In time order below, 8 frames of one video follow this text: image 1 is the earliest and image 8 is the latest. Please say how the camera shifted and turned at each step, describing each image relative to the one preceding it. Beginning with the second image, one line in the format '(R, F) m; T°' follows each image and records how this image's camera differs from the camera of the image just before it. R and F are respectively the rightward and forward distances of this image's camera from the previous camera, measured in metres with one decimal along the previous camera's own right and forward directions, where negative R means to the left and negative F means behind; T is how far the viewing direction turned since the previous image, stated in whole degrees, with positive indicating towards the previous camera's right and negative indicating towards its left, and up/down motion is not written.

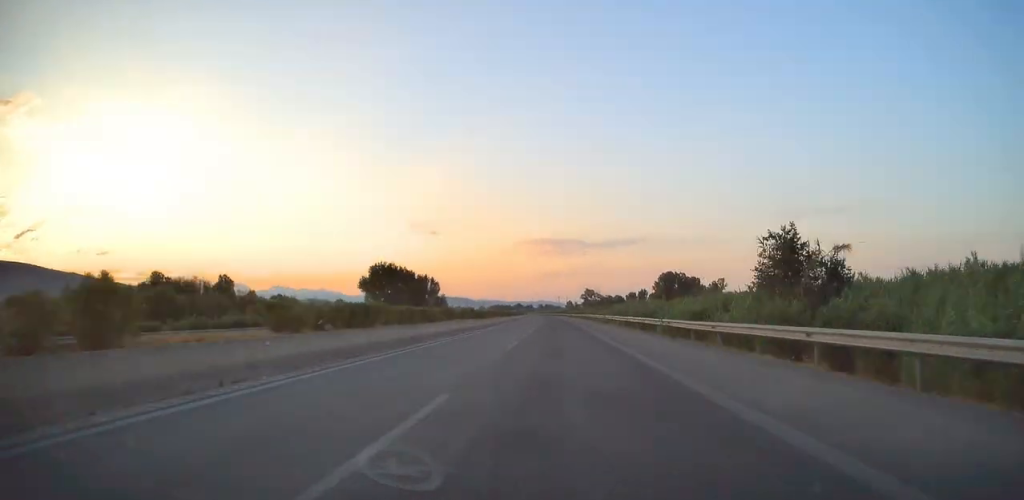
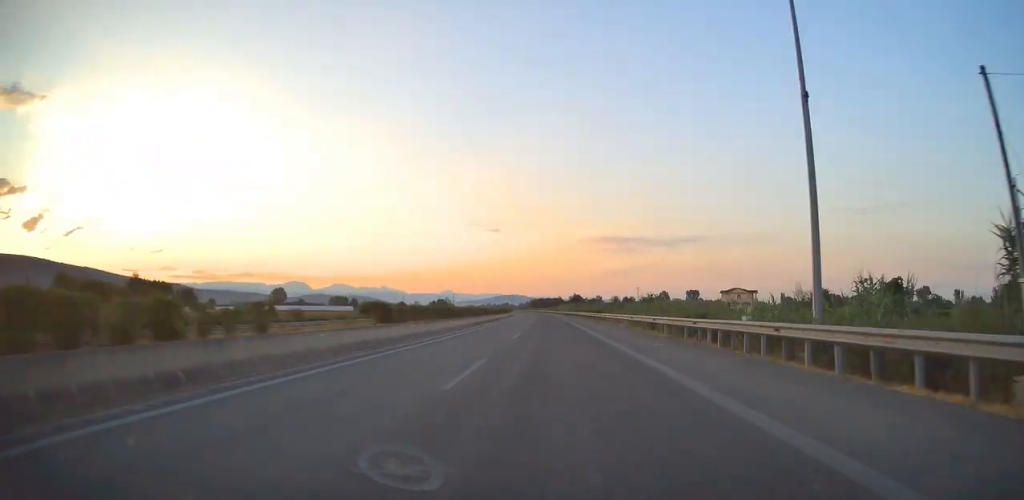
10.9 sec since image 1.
(-14.4, +386.7) m; -6°
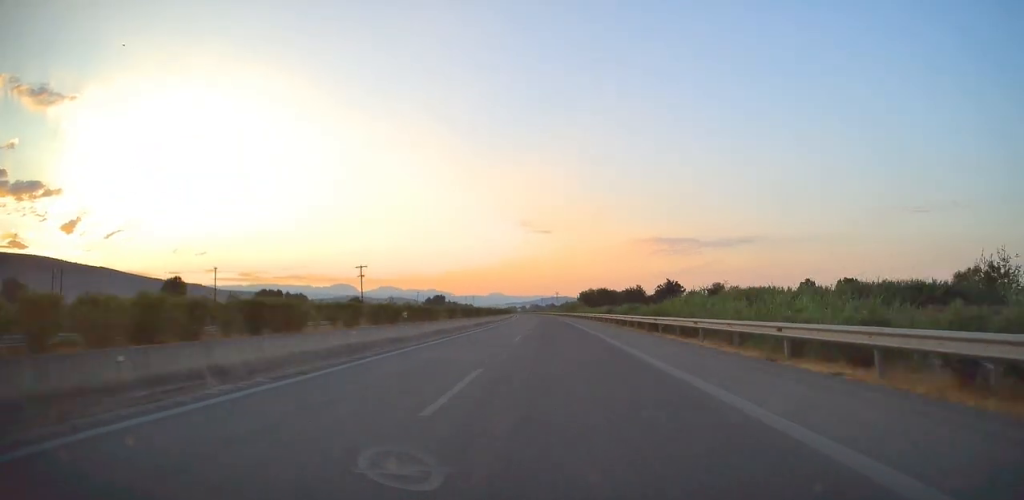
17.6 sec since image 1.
(-10.0, +234.4) m; -4°
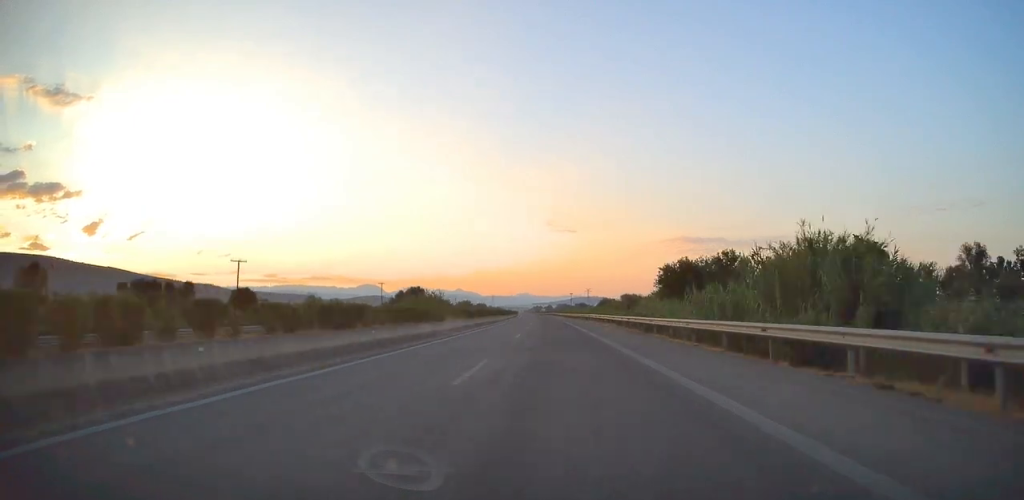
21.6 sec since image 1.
(-4.4, +139.9) m; -2°
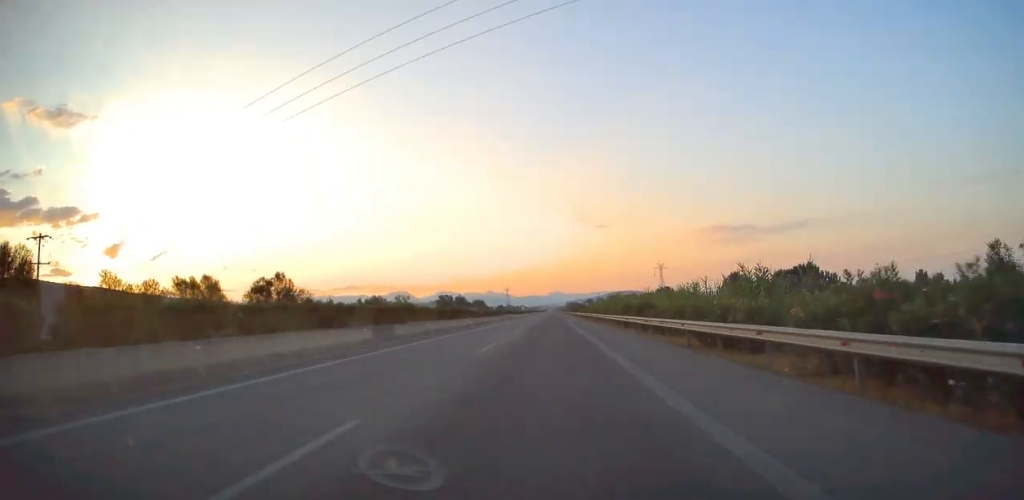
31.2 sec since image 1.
(-11.4, +334.1) m; -2°
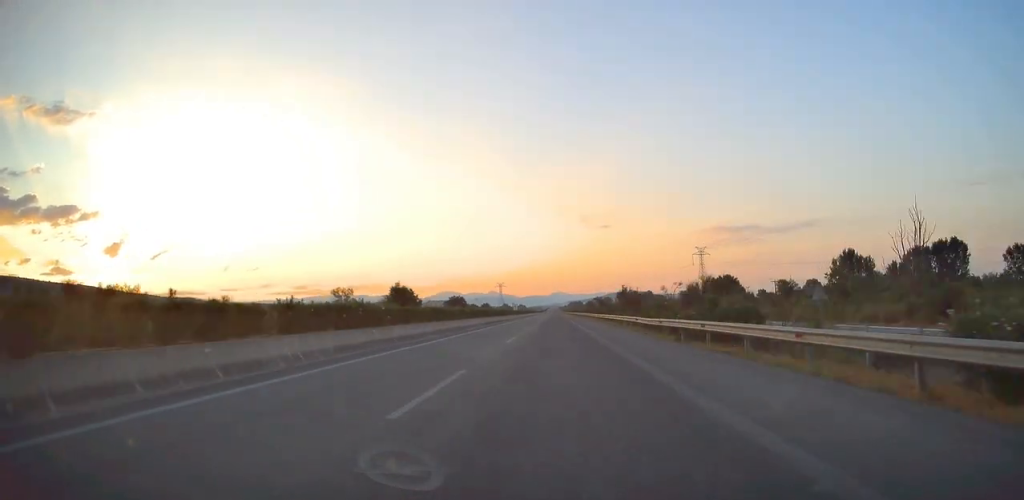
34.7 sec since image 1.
(-0.9, +120.5) m; 0°
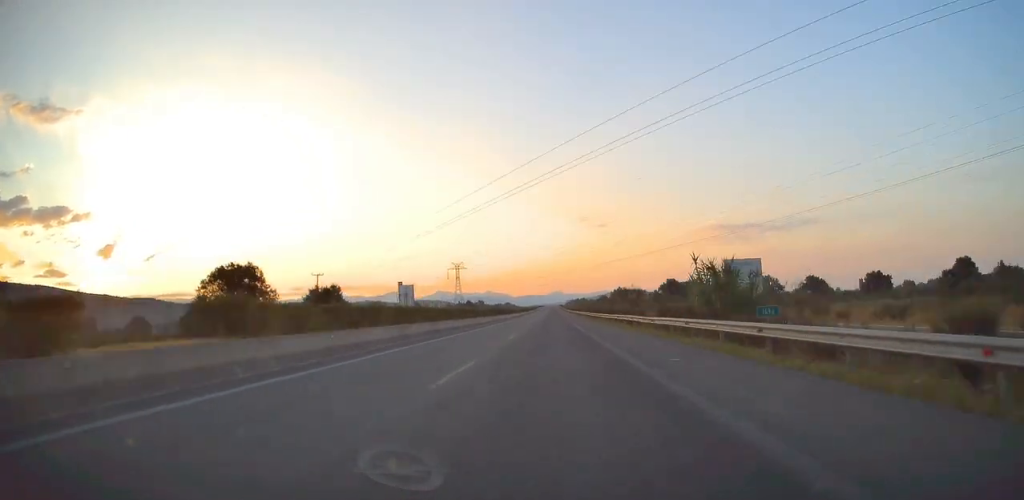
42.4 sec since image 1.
(+0.3, +266.9) m; 0°
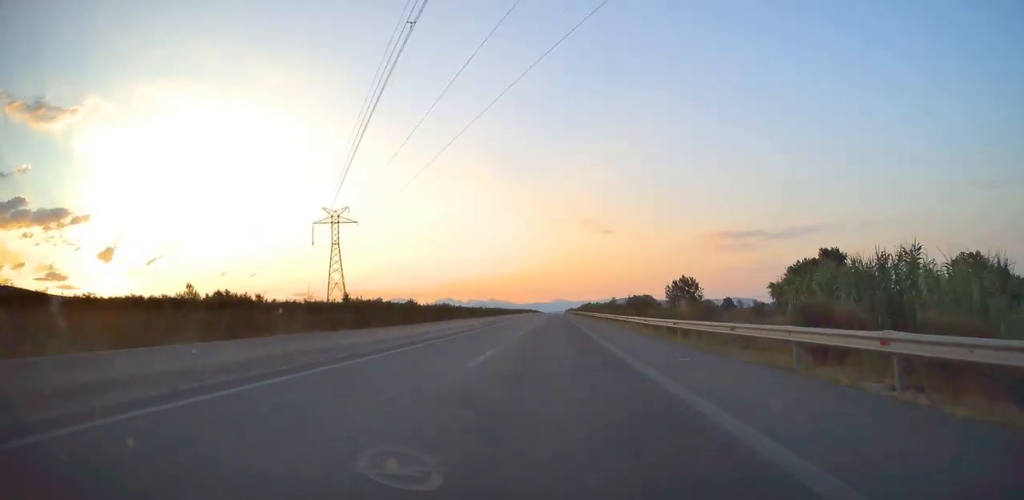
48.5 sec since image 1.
(-0.4, +210.9) m; 0°
